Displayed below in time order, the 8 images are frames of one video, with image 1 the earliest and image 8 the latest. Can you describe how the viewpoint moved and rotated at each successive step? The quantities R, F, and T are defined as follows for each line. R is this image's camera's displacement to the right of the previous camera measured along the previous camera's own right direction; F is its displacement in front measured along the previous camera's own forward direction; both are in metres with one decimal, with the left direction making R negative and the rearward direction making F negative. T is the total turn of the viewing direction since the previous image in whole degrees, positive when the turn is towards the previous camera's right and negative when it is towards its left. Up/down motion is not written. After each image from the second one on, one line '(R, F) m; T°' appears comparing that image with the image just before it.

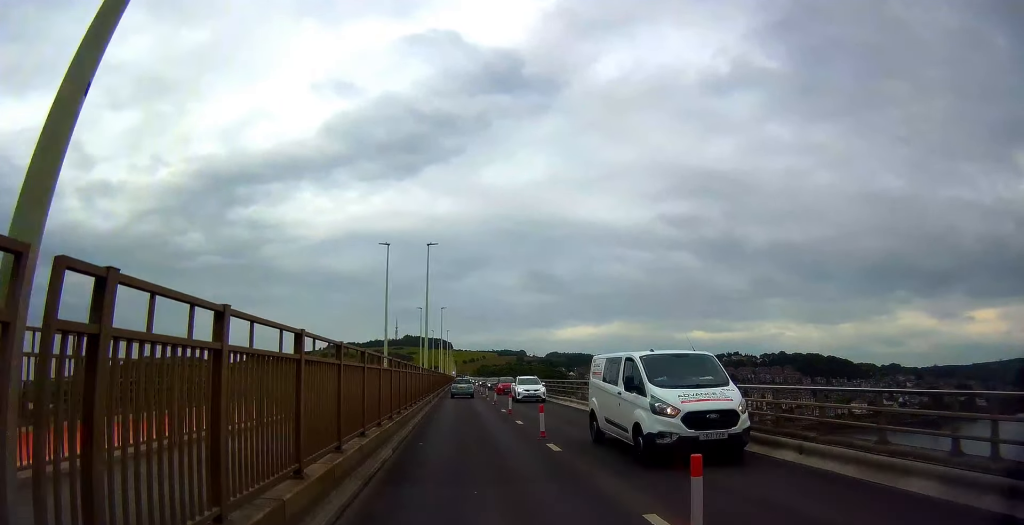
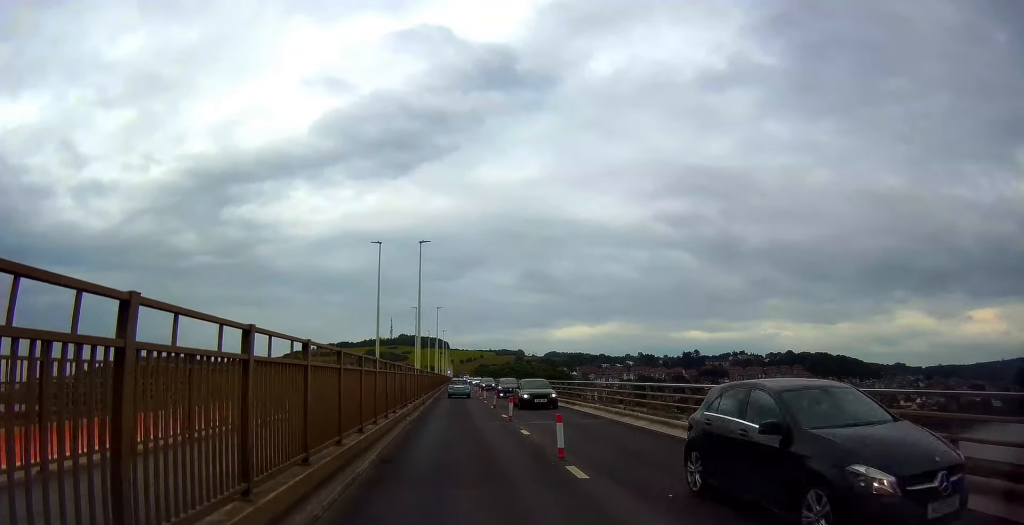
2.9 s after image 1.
(+0.3, +31.3) m; 0°
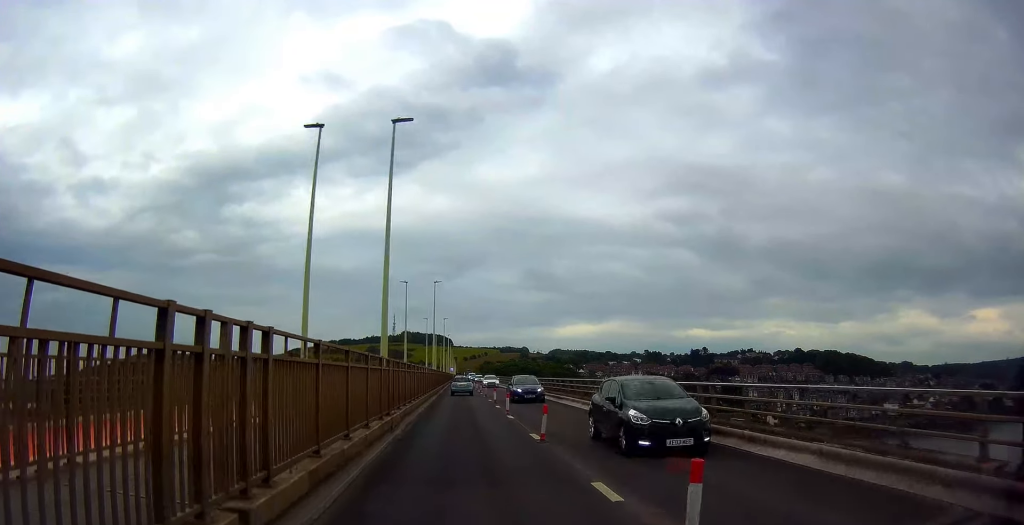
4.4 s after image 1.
(+0.1, +15.7) m; +1°
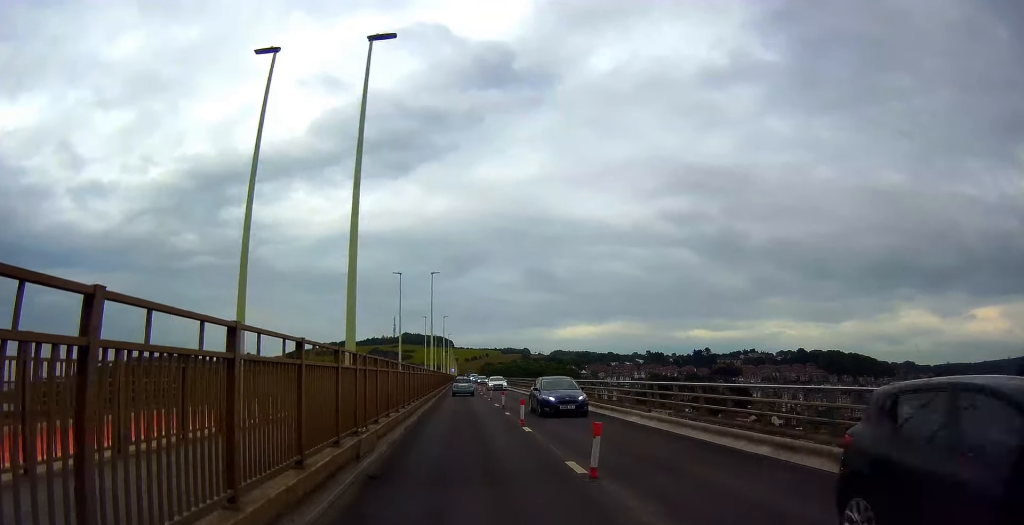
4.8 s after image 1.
(0.0, +4.6) m; 0°
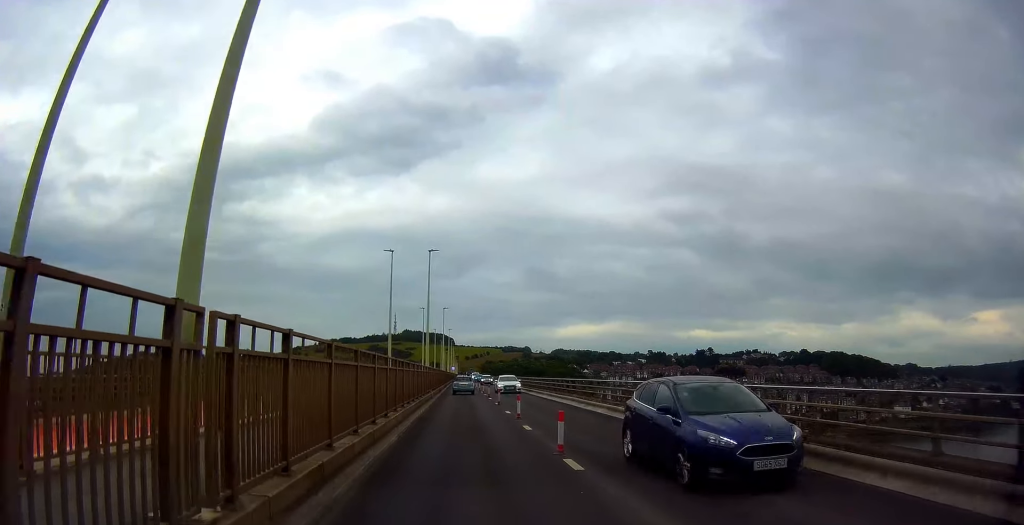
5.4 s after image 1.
(0.0, +6.8) m; -1°
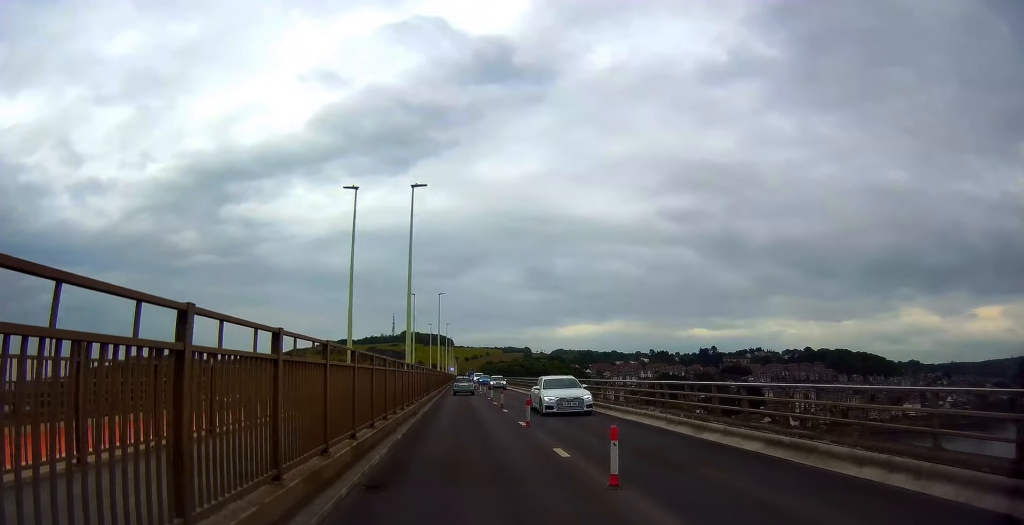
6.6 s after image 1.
(-0.3, +12.3) m; -2°
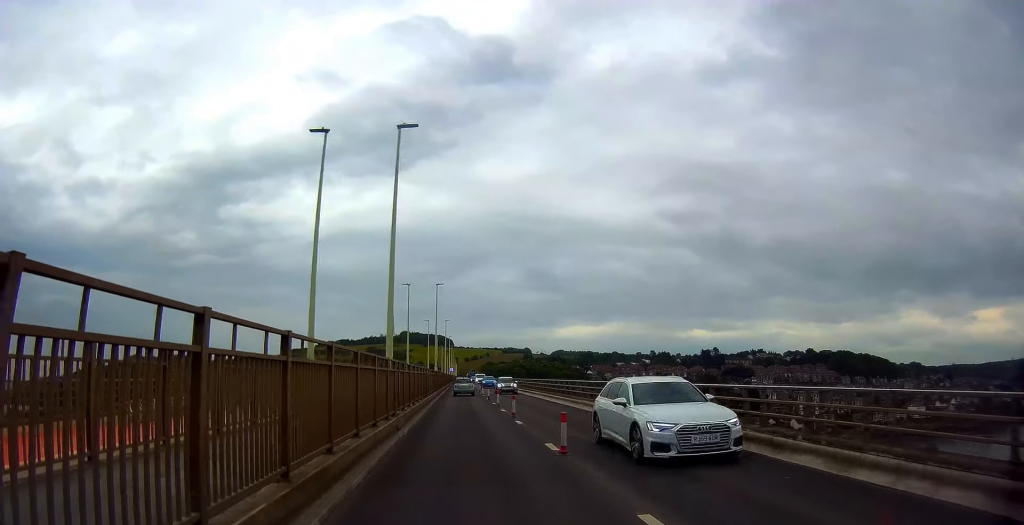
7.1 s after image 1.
(-0.4, +5.5) m; +1°
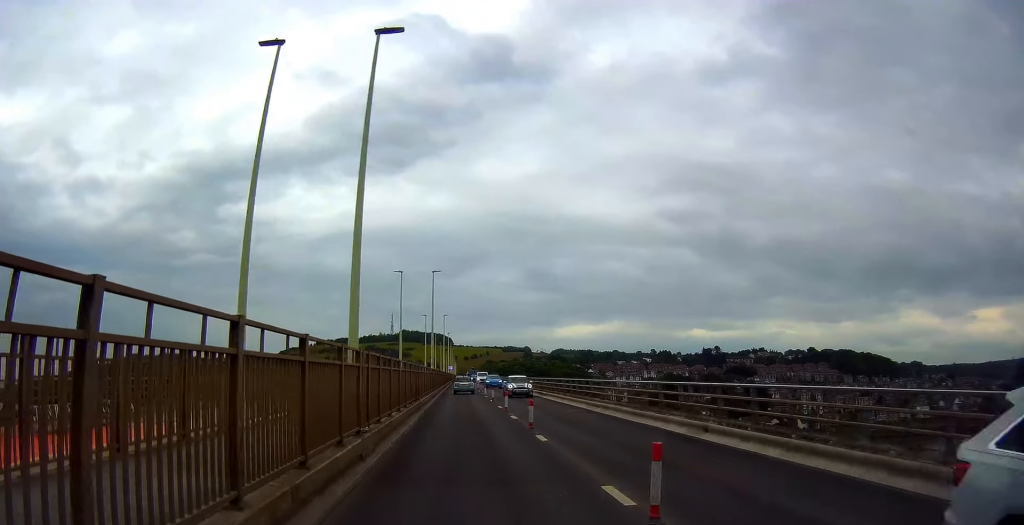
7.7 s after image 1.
(+0.3, +5.6) m; +2°
